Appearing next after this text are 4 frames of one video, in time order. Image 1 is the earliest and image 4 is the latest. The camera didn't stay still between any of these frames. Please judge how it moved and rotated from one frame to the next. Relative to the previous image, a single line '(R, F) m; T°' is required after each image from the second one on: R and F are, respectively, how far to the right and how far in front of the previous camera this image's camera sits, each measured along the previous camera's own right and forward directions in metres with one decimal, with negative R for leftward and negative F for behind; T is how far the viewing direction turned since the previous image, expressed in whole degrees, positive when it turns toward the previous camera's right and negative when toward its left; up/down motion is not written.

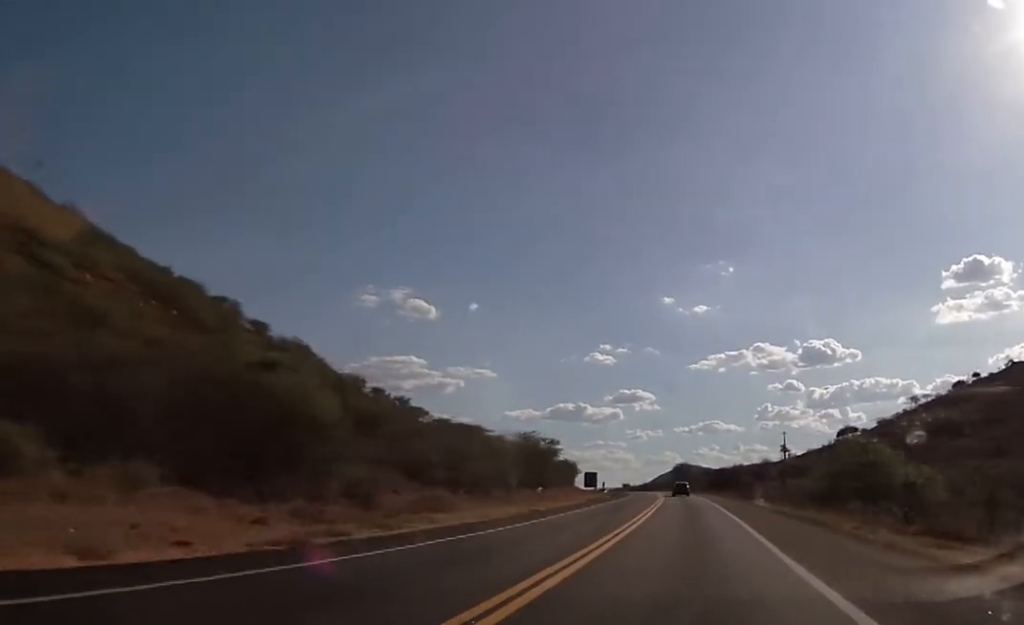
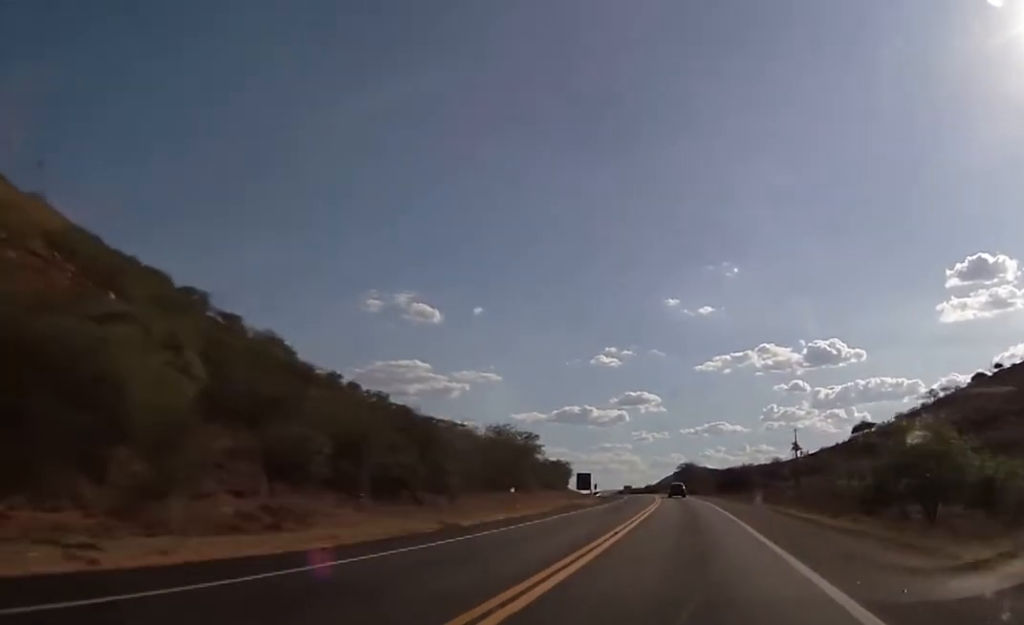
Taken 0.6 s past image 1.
(0.0, +18.2) m; 0°
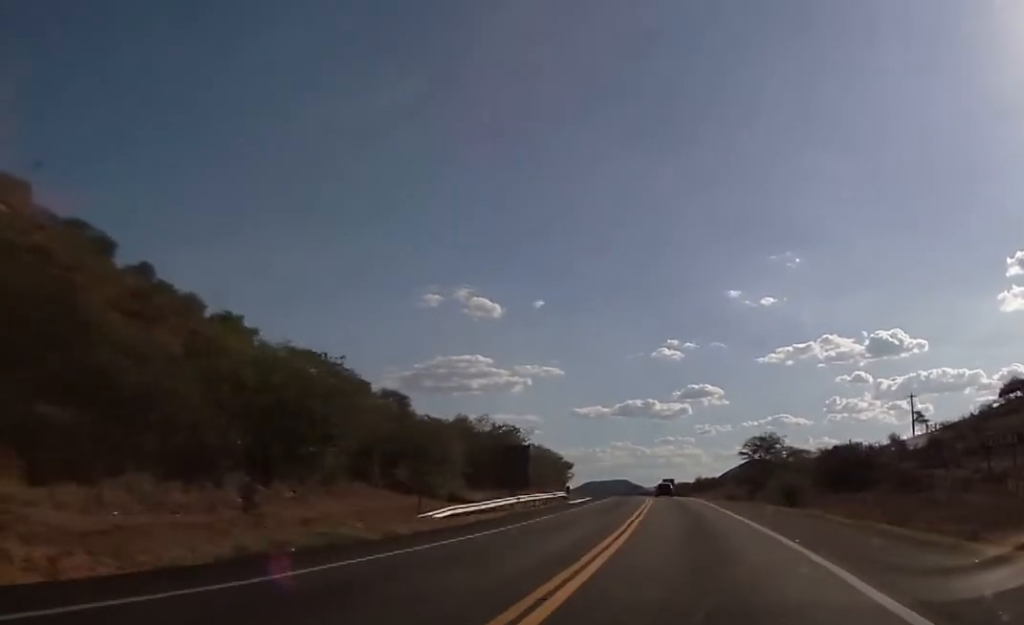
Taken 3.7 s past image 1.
(-2.9, +89.4) m; -5°
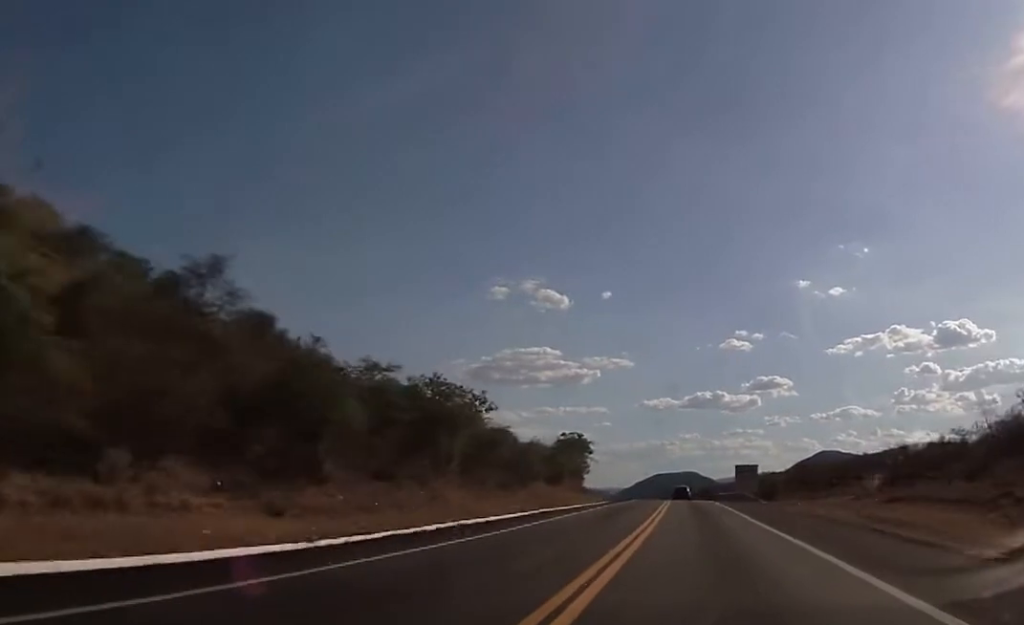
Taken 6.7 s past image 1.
(-3.5, +84.2) m; -4°
